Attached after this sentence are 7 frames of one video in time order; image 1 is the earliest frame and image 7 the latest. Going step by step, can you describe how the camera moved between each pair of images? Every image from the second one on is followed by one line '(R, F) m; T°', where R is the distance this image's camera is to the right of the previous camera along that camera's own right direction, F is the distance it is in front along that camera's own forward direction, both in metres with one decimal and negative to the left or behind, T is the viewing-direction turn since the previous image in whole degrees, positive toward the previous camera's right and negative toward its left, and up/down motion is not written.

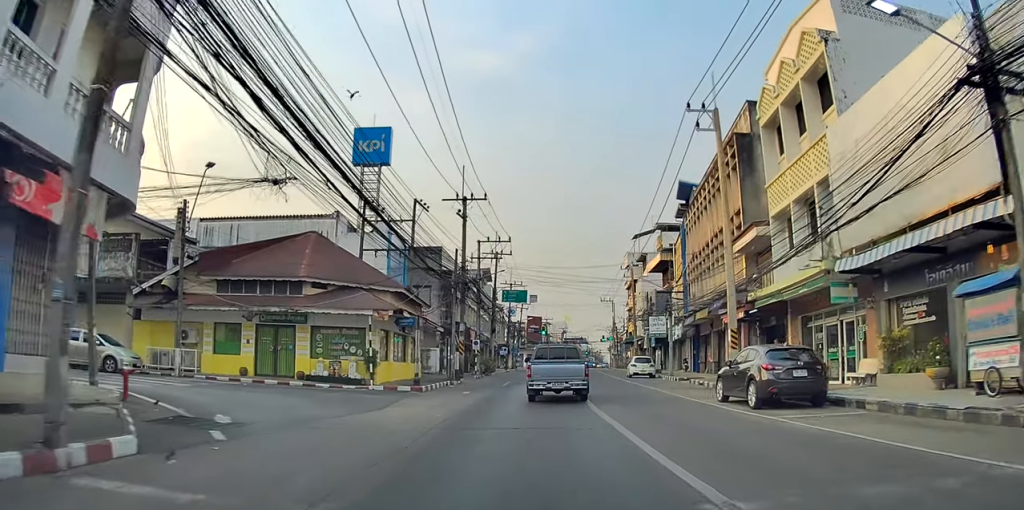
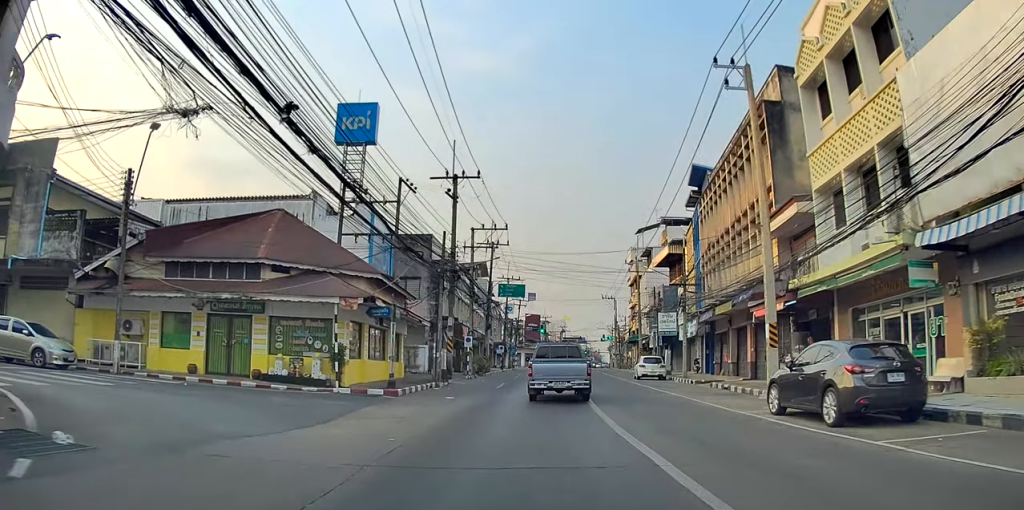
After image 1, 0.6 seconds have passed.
(+0.5, +4.1) m; 0°
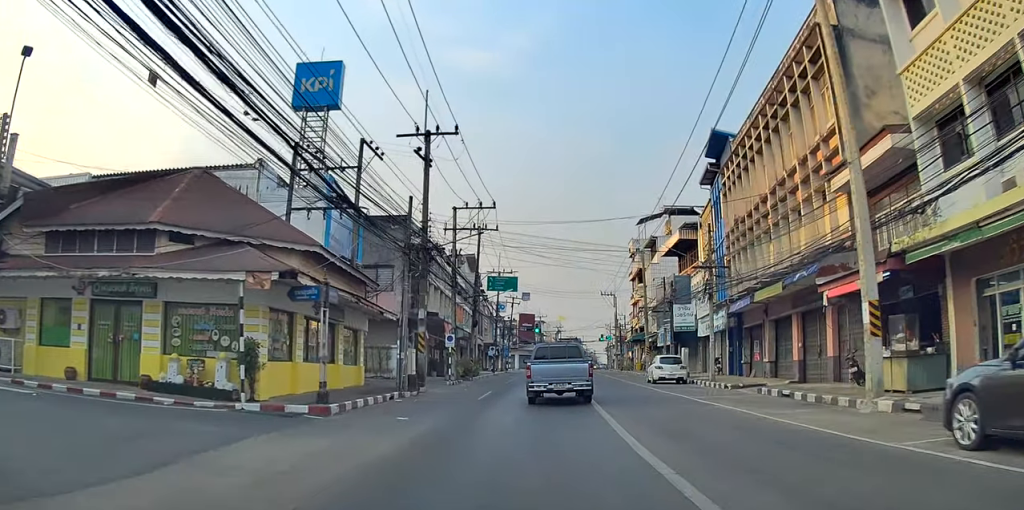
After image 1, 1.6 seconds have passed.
(-0.6, +6.4) m; 0°
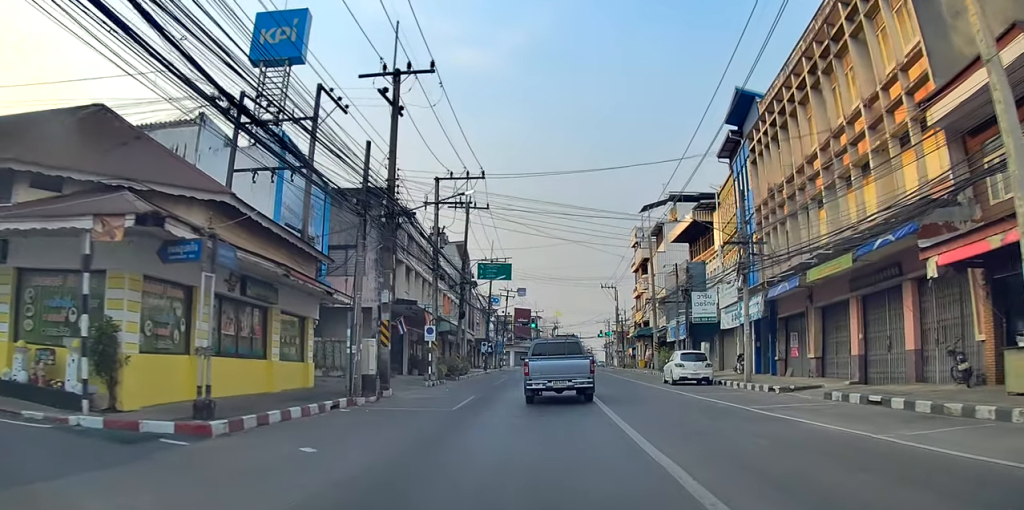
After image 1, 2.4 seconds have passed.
(+0.4, +5.3) m; 0°
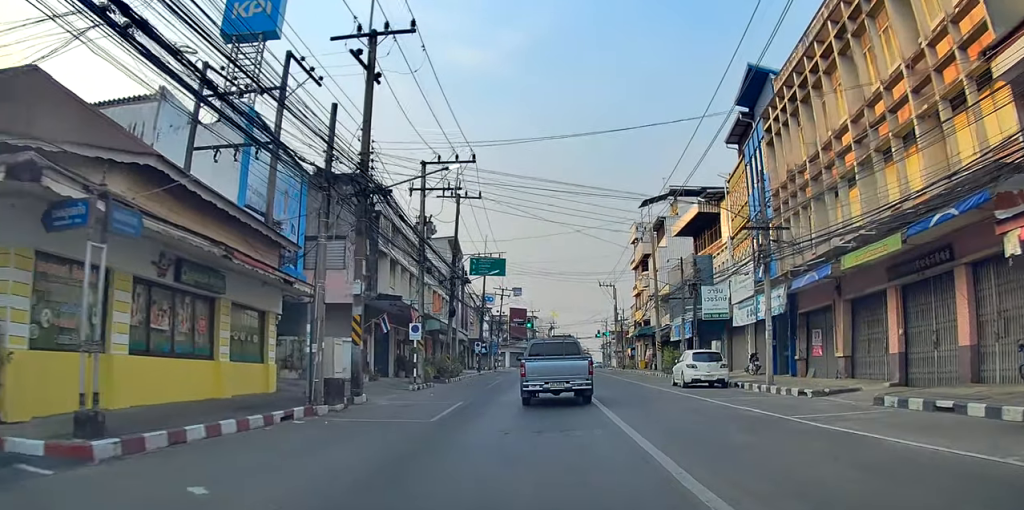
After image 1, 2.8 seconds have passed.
(+0.2, +2.7) m; 0°
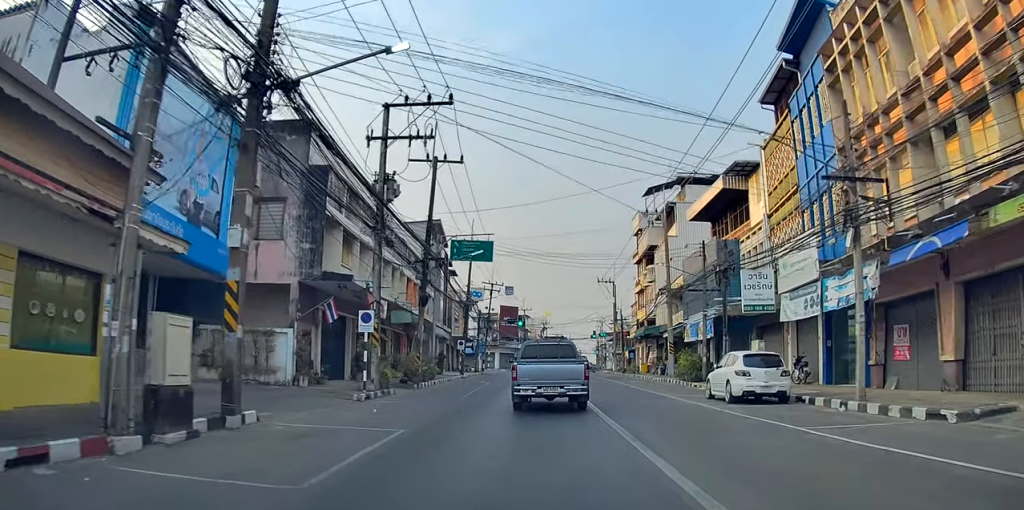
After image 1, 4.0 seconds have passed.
(-0.5, +6.9) m; +2°
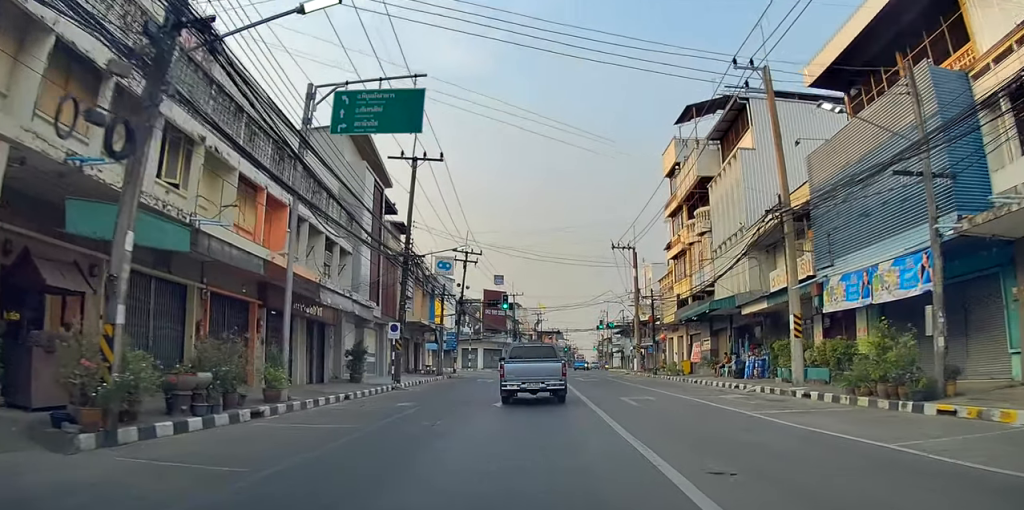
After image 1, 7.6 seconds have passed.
(+3.9, +22.1) m; +12°
